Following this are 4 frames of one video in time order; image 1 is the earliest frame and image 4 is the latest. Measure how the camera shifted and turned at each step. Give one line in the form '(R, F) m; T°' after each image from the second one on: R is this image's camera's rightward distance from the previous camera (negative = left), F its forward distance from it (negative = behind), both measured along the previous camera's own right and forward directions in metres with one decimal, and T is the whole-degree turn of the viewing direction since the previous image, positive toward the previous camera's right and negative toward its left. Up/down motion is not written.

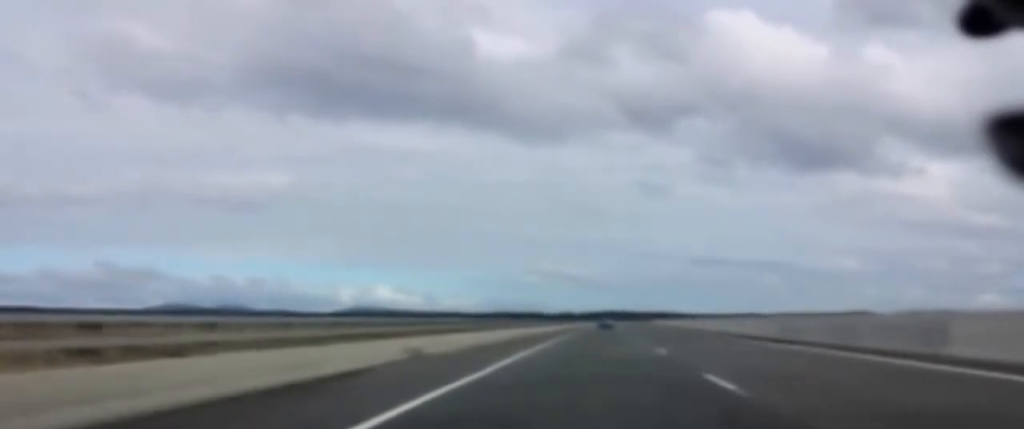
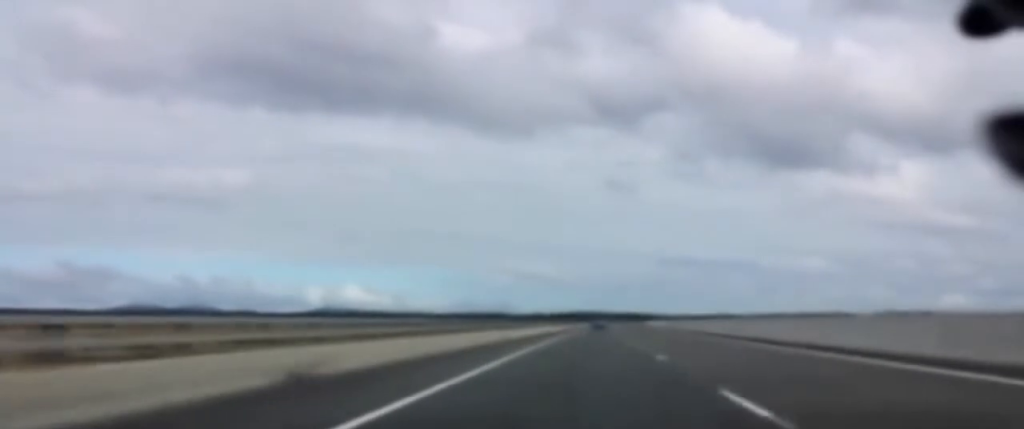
(+1.3, +111.7) m; +1°
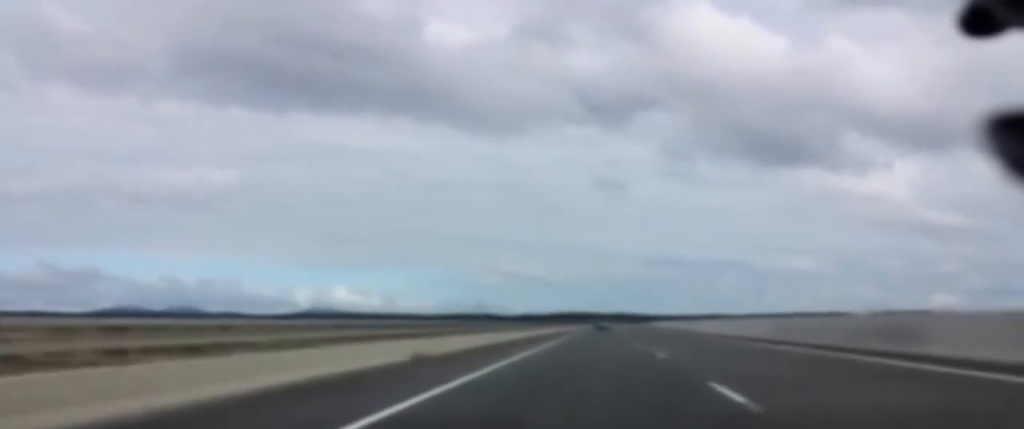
(+0.8, +58.9) m; +1°
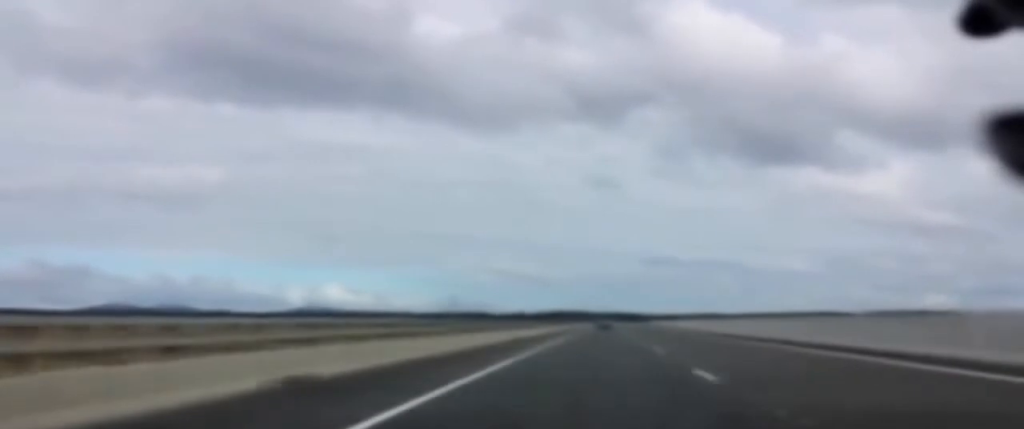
(0.0, +44.7) m; 0°
